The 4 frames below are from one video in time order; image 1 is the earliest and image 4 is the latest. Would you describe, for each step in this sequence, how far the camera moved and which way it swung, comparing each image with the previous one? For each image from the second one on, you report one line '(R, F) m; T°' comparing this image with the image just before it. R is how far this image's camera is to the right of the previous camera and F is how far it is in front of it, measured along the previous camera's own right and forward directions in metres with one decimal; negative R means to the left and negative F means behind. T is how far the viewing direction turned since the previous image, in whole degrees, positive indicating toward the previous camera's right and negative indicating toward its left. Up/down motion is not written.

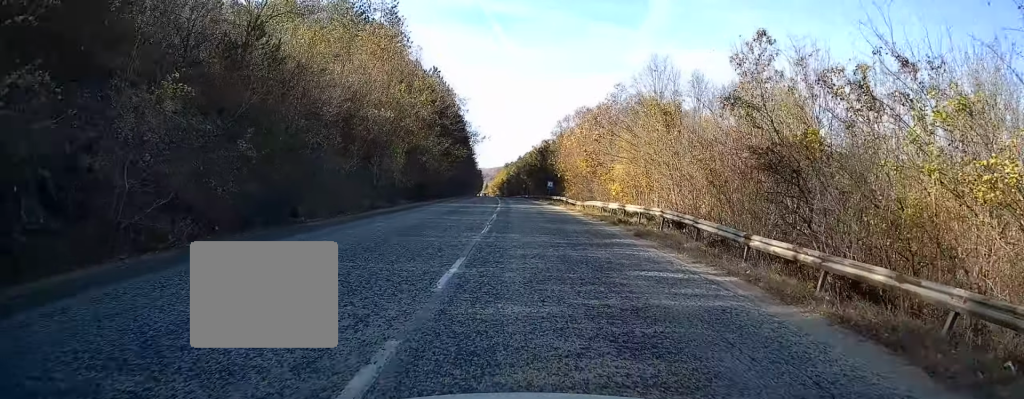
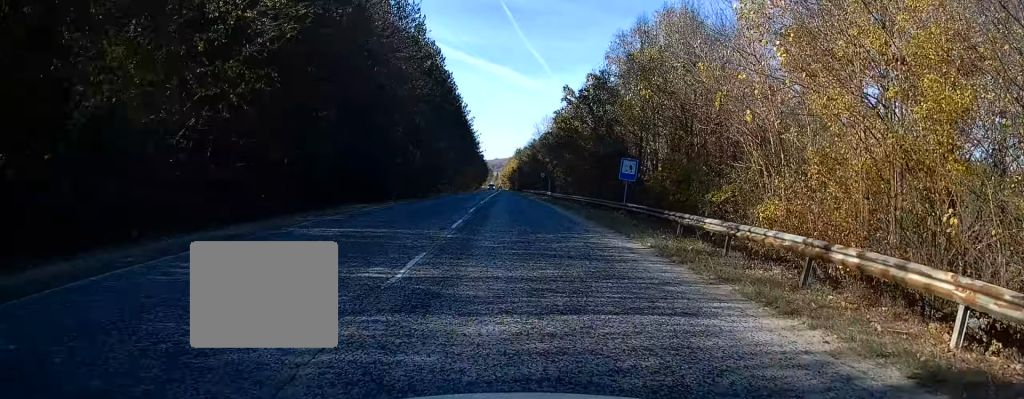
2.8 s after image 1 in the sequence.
(-1.1, +53.6) m; -3°
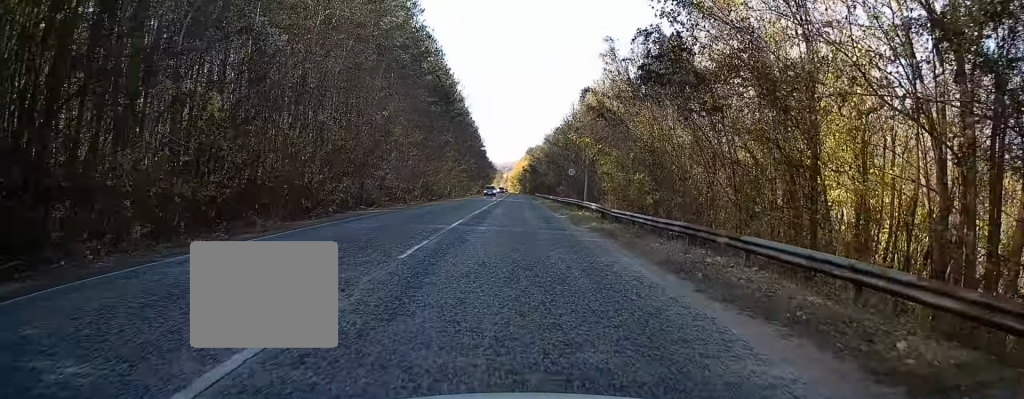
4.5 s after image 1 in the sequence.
(+0.2, +32.7) m; -1°
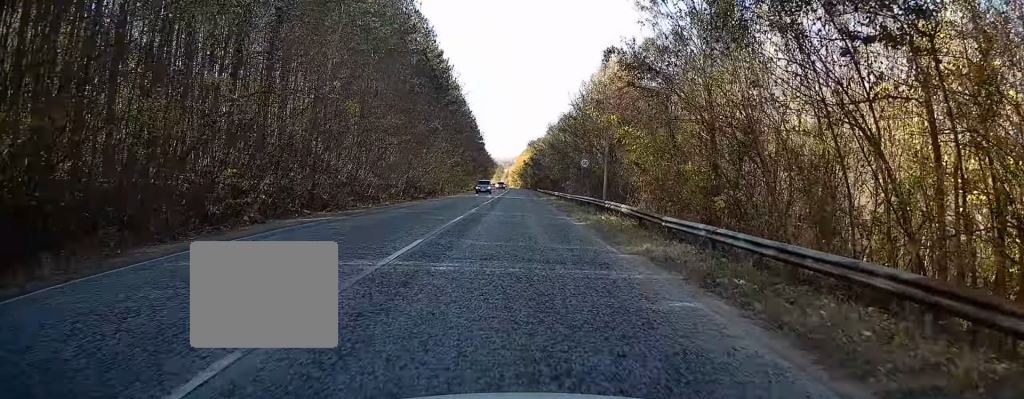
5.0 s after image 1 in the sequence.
(-0.1, +9.5) m; -1°
